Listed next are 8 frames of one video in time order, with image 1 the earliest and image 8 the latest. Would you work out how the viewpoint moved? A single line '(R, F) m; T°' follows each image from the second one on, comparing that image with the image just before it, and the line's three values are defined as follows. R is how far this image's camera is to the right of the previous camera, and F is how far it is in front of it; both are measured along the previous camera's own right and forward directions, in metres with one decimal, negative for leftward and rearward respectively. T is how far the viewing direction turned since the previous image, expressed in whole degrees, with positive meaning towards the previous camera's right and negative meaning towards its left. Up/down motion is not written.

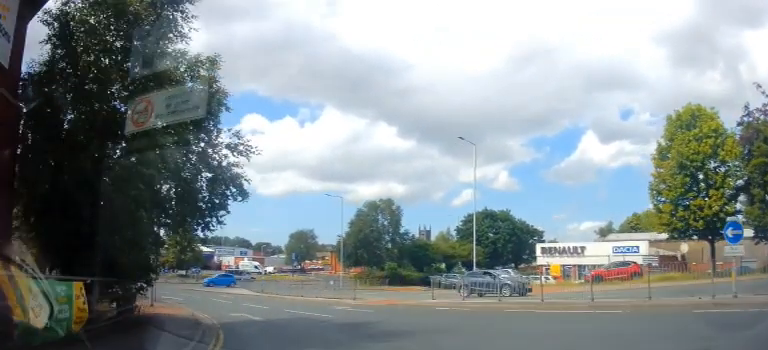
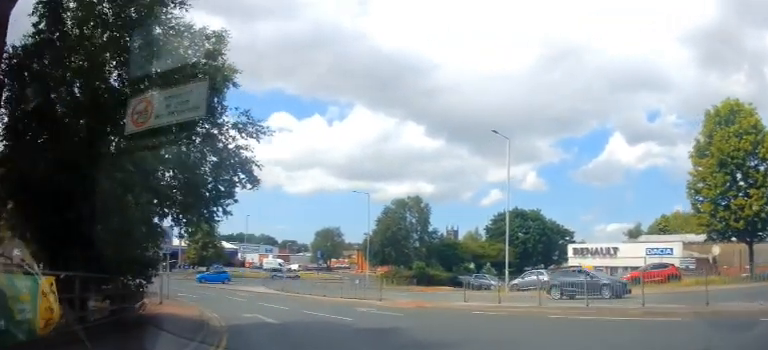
(-0.1, +1.3) m; -1°
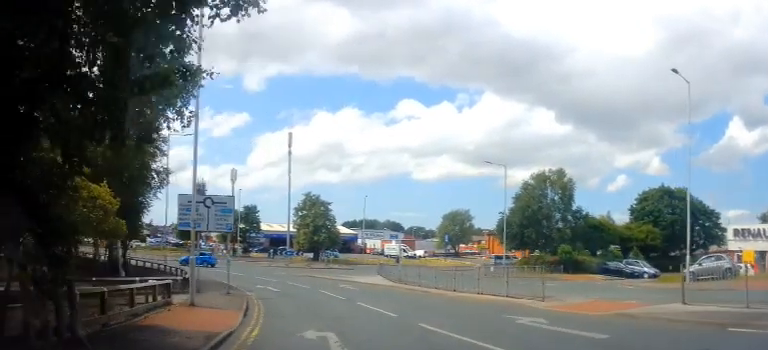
(-1.7, +6.5) m; -26°
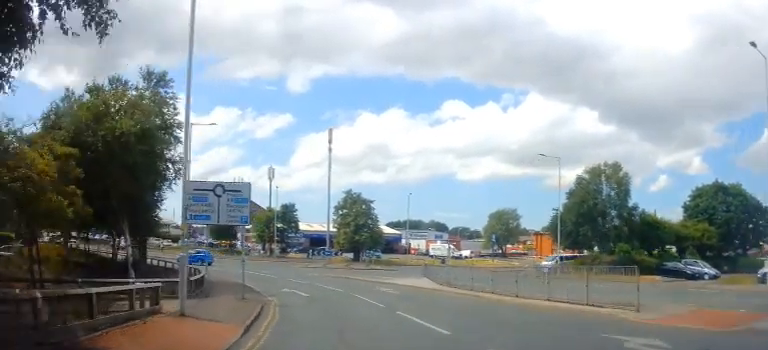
(-0.3, +2.9) m; -3°
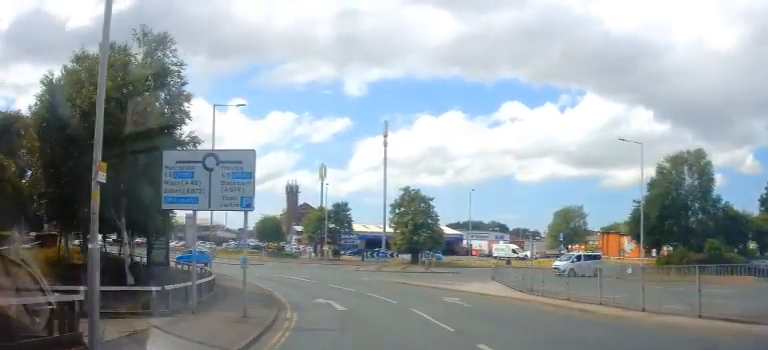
(+0.3, +4.7) m; +2°
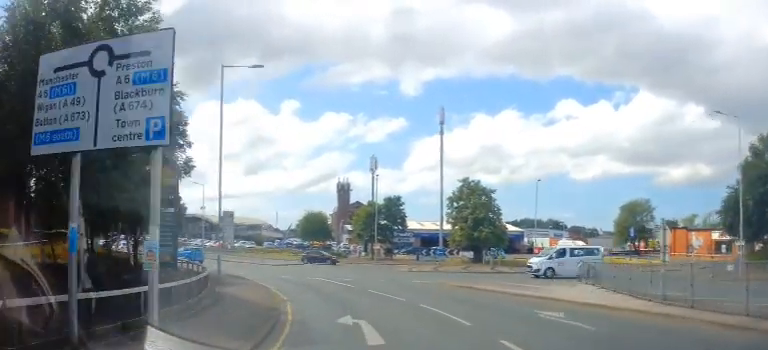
(-0.3, +5.9) m; -8°
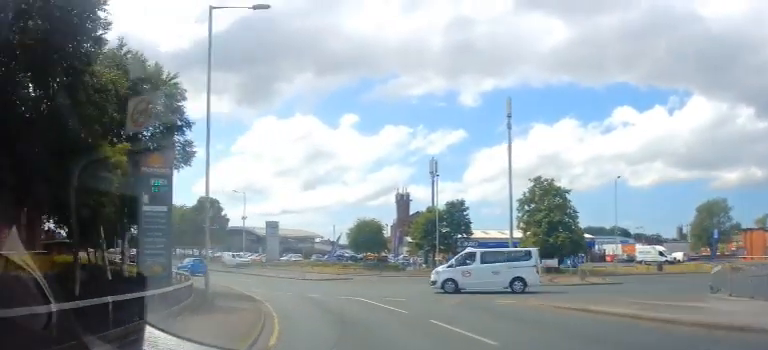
(-0.7, +7.0) m; -10°
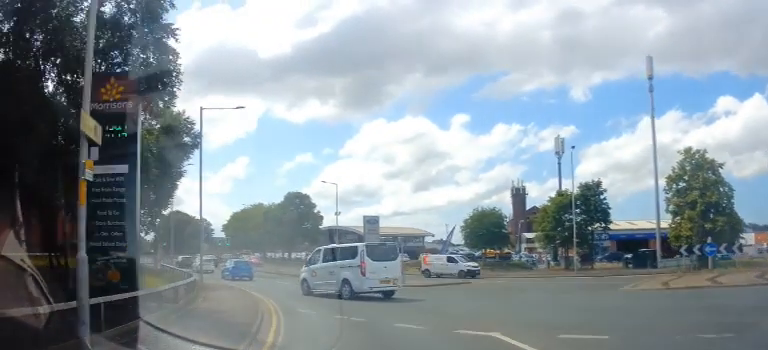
(-0.8, +10.7) m; -10°
